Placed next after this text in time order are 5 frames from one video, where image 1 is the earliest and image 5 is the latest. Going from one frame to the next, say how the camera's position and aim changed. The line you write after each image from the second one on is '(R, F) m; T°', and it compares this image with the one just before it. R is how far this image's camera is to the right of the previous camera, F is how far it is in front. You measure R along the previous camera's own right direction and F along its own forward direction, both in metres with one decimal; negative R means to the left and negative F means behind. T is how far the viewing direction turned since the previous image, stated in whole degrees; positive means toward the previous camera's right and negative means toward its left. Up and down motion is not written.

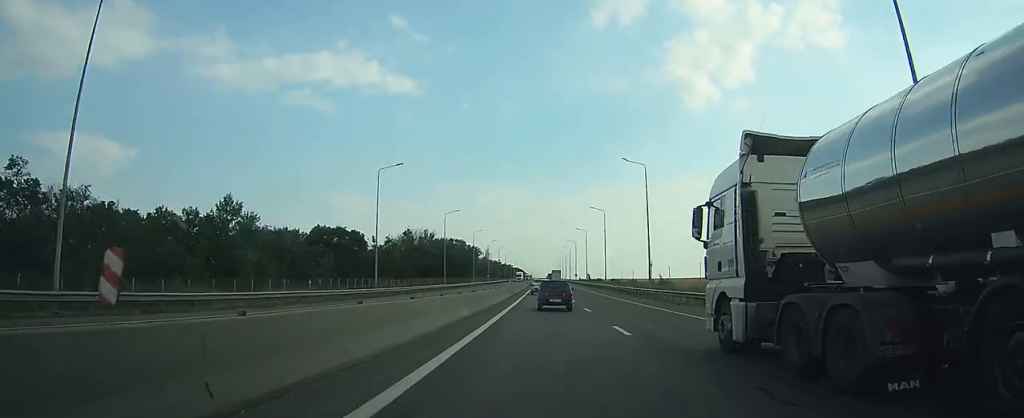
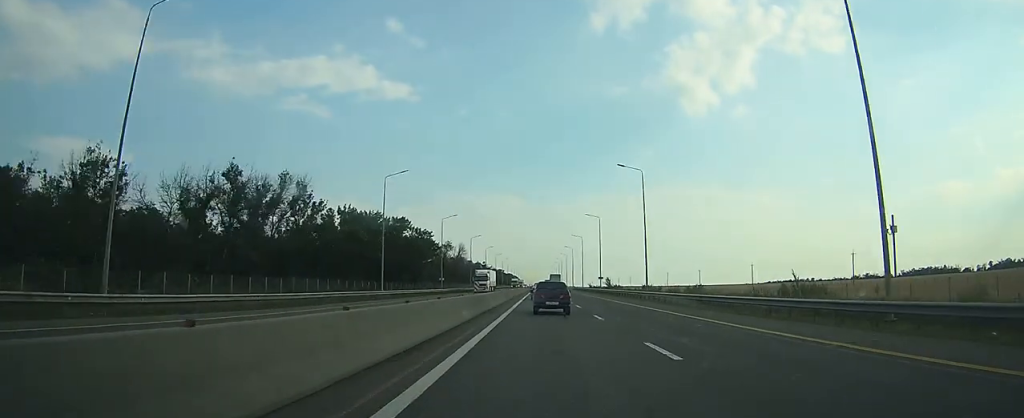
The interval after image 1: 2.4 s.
(+0.3, +77.4) m; 0°
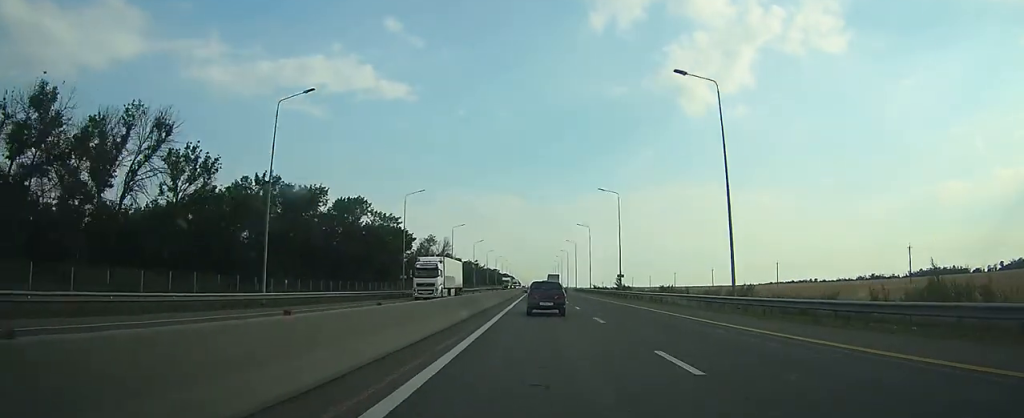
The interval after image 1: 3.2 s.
(0.0, +26.0) m; 0°
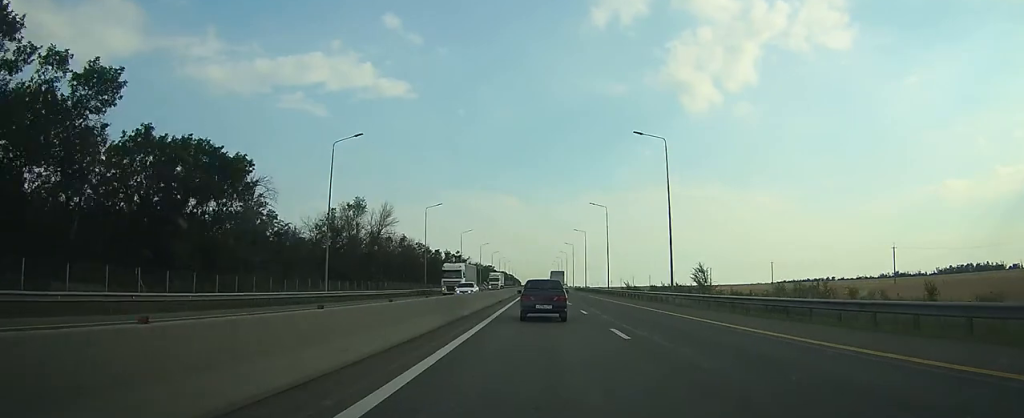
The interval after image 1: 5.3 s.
(+0.3, +67.1) m; 0°
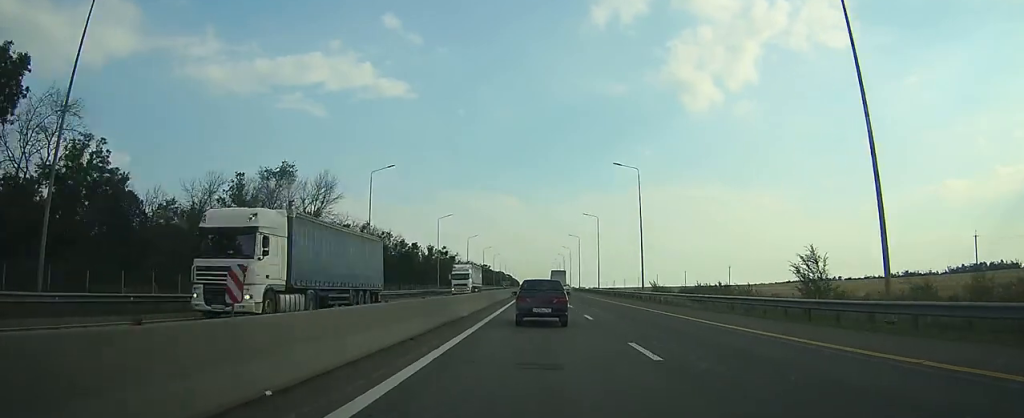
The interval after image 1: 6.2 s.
(+0.1, +28.2) m; 0°
